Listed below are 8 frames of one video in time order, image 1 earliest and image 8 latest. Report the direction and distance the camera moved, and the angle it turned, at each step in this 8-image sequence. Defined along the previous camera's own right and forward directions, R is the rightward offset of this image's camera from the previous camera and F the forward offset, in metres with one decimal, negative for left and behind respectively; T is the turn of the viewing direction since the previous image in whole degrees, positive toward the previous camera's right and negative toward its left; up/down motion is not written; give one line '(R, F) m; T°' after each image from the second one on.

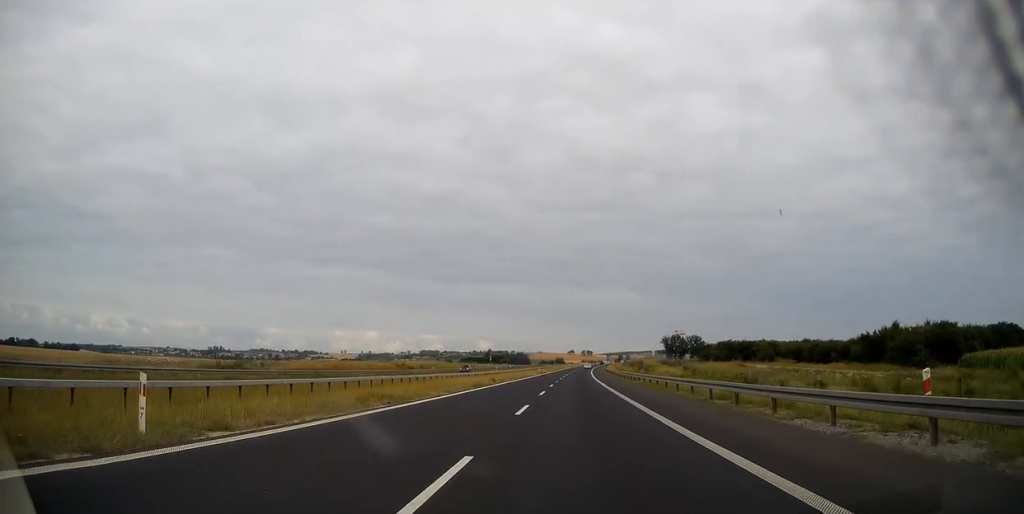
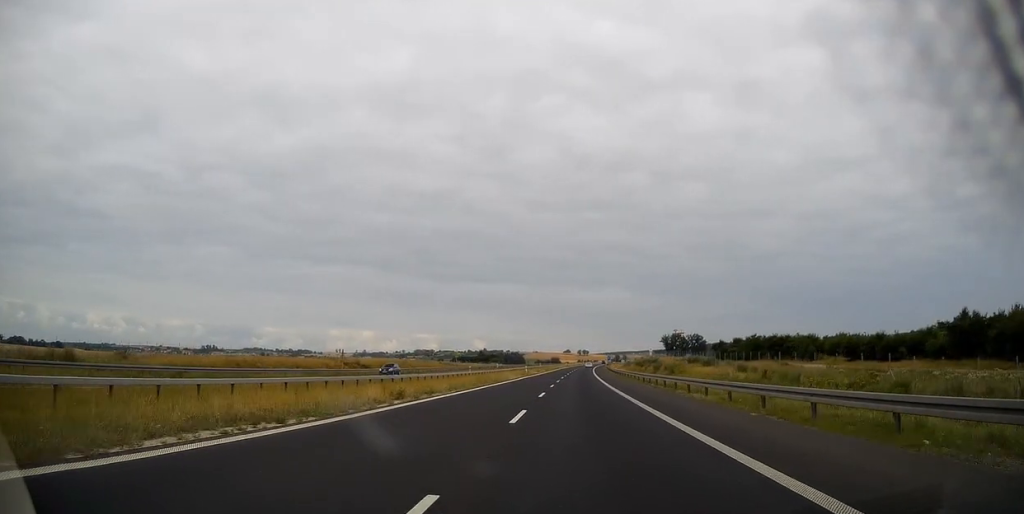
(+0.2, +26.6) m; +1°
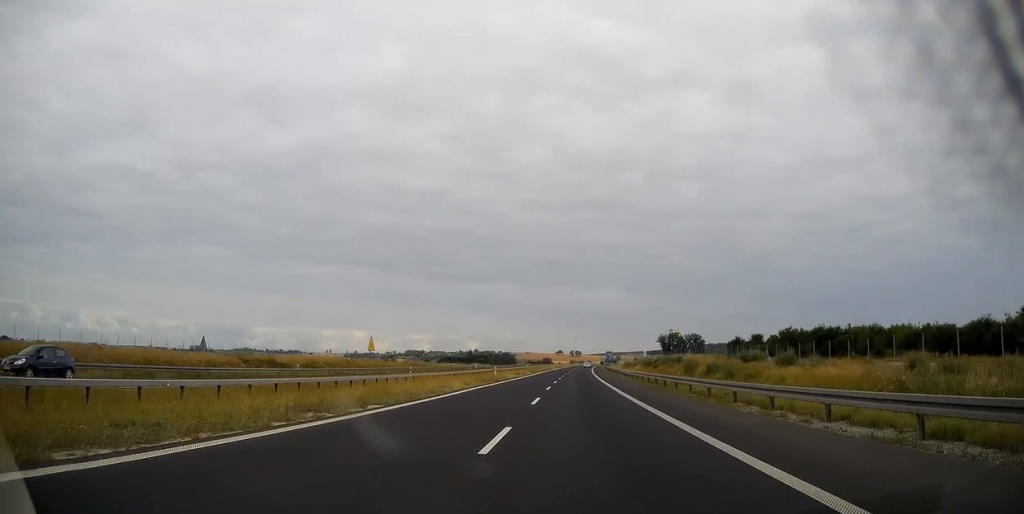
(+0.2, +28.9) m; +1°
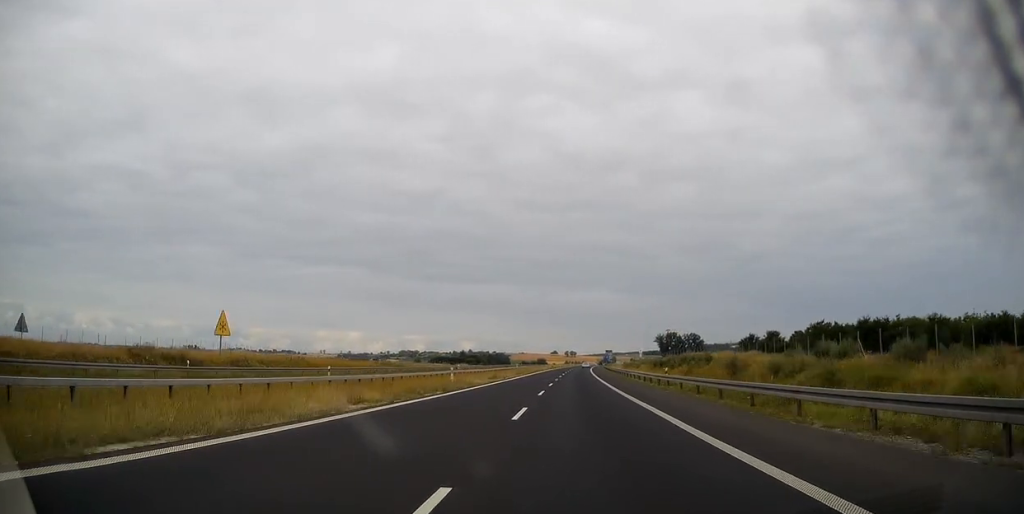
(0.0, +18.5) m; 0°
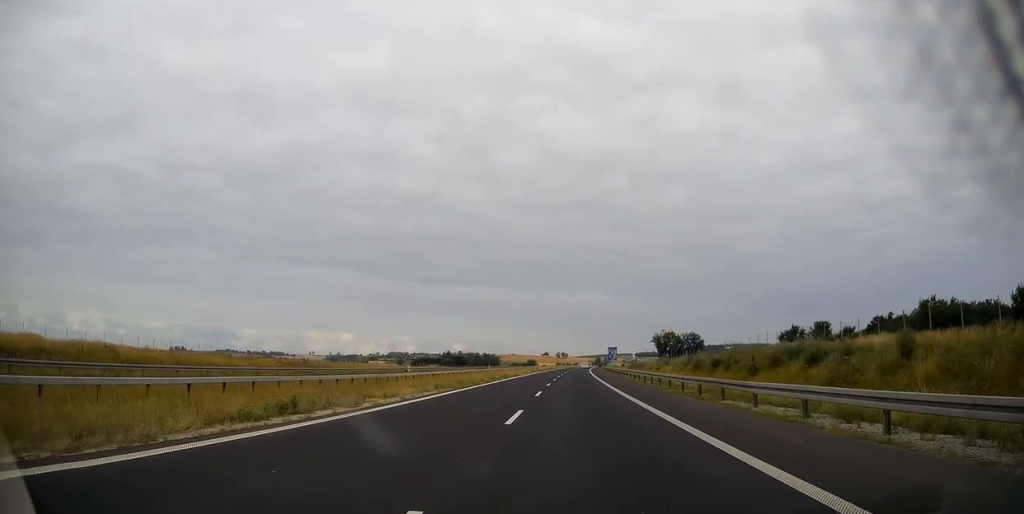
(+0.3, +36.9) m; +1°
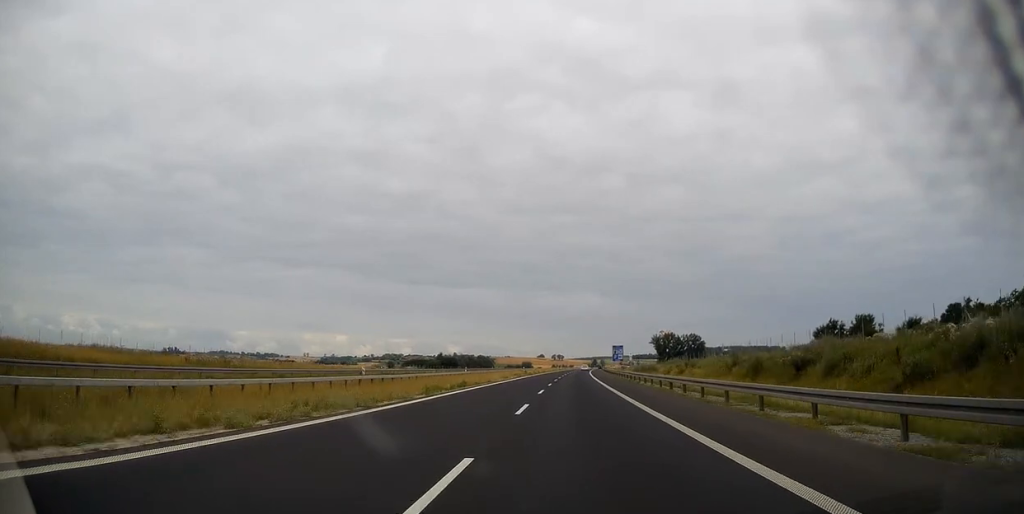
(+0.1, +20.7) m; 0°
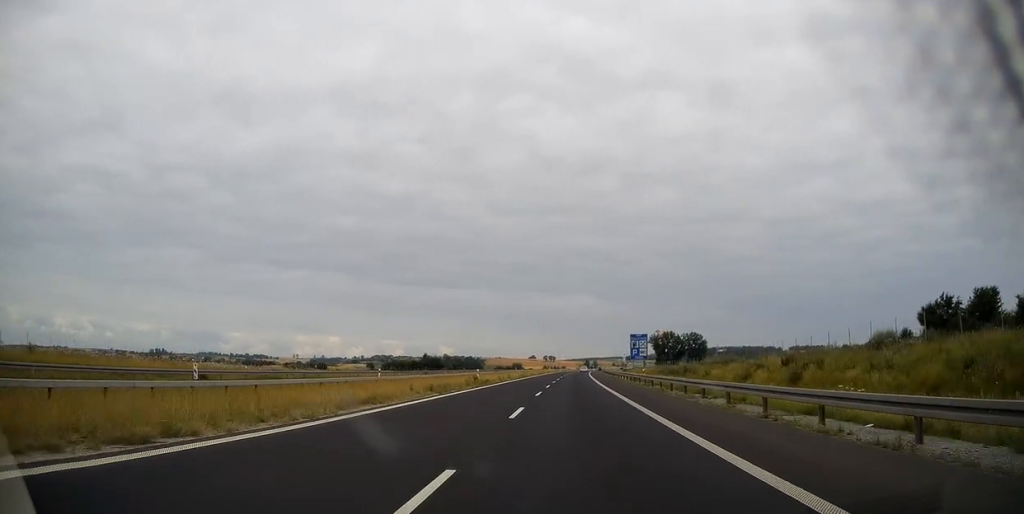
(+0.2, +36.8) m; +1°
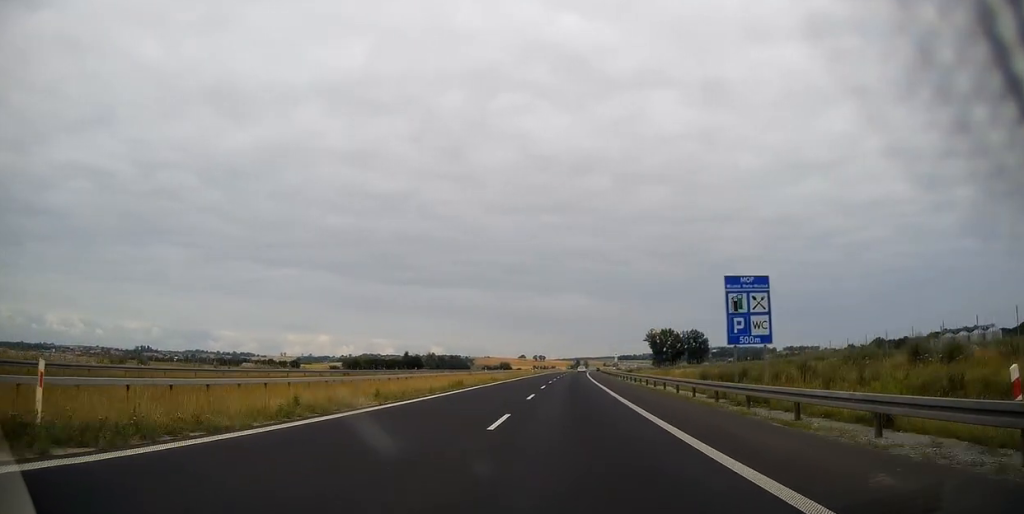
(+0.2, +39.0) m; +1°
